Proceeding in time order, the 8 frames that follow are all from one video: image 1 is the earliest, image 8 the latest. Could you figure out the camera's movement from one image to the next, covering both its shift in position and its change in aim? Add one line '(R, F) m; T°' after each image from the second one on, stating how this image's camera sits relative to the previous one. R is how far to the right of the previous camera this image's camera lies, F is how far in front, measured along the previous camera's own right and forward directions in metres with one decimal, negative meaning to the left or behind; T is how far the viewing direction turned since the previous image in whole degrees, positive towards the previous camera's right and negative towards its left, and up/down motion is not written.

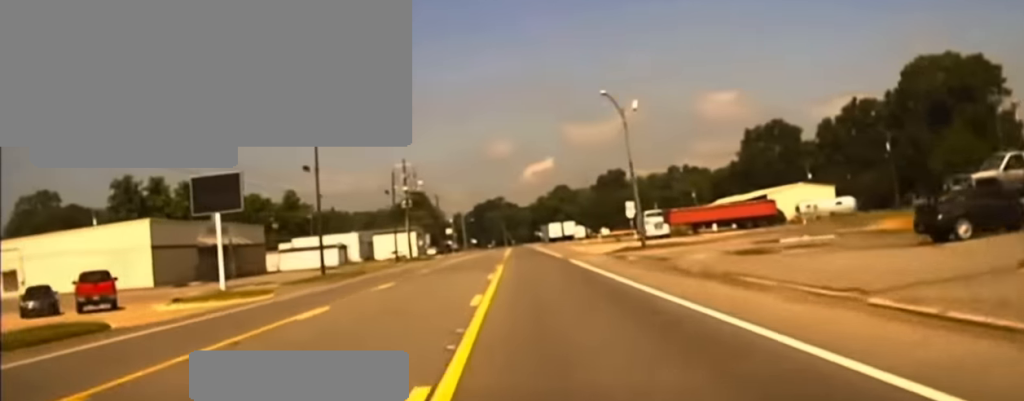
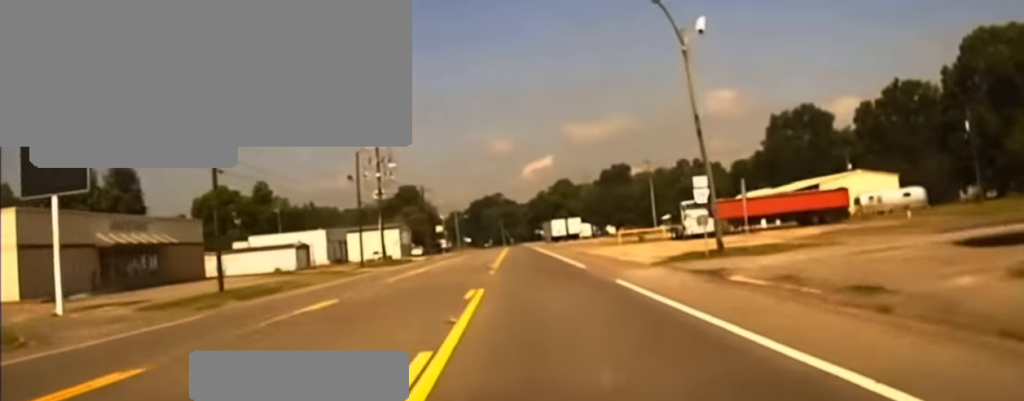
(-0.1, +19.2) m; 0°
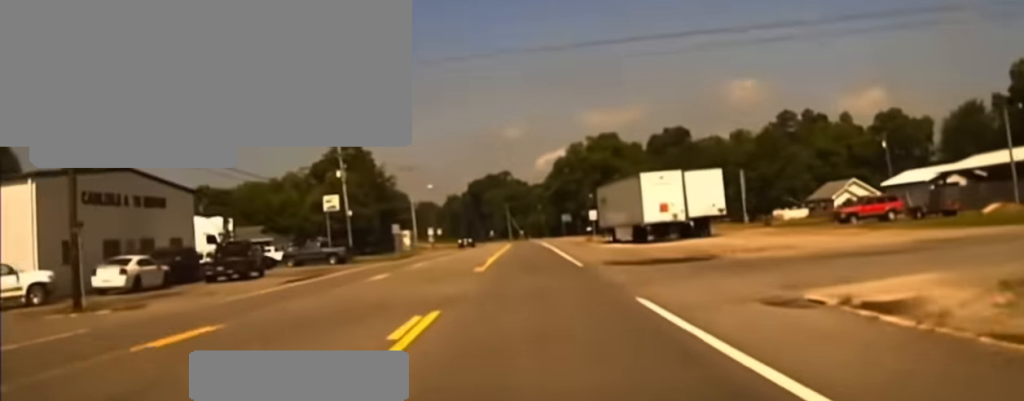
(+0.5, +87.6) m; 0°
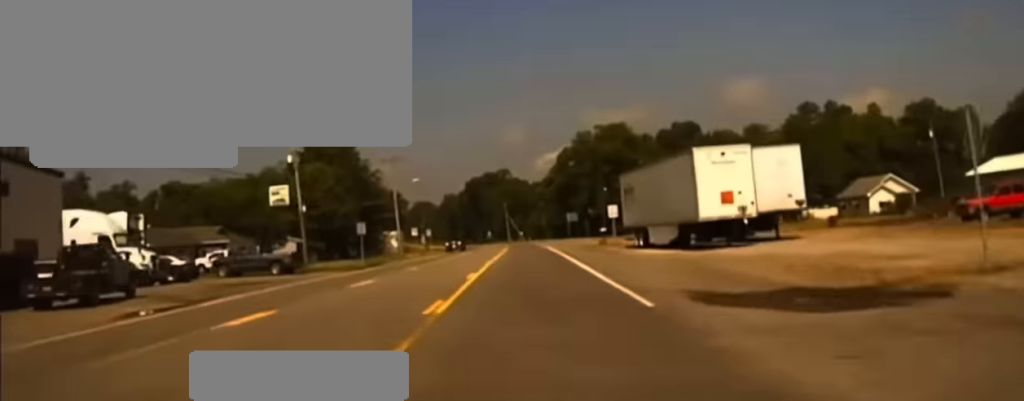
(-0.1, +14.5) m; 0°
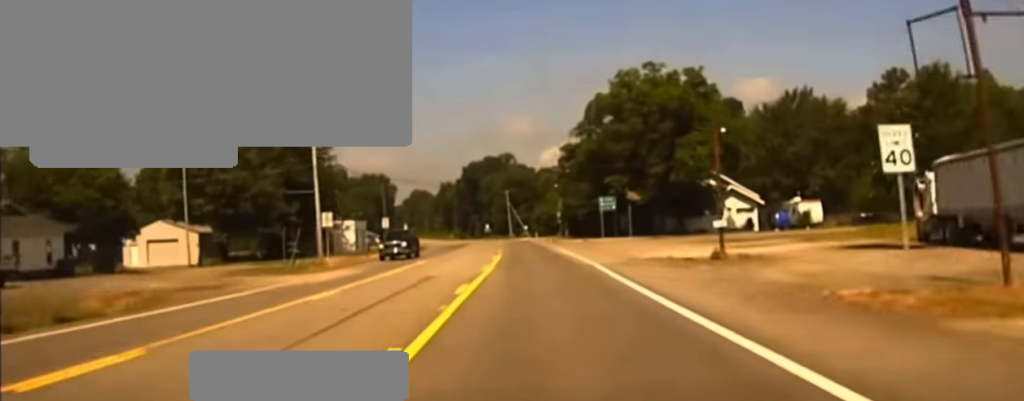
(-0.1, +45.7) m; -1°
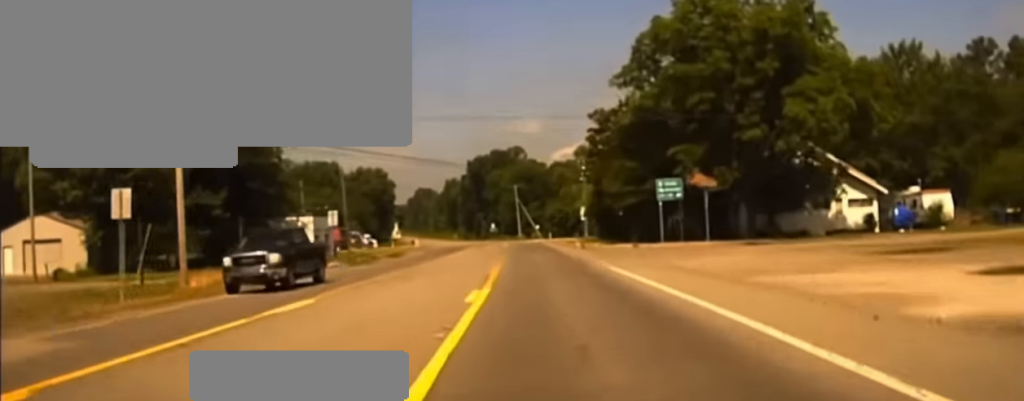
(-0.3, +32.8) m; -1°
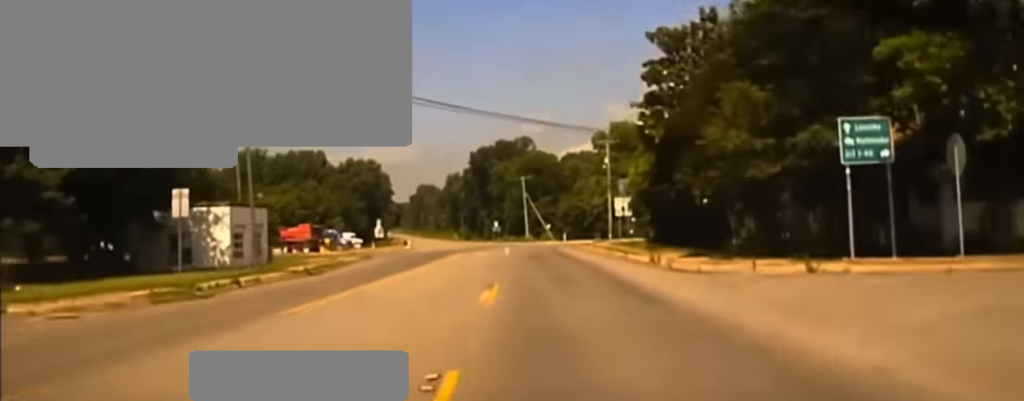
(-0.1, +31.1) m; 0°
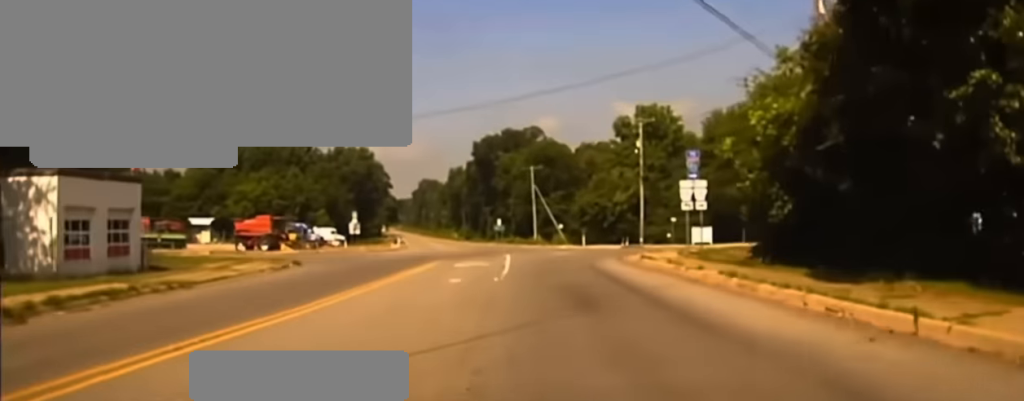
(0.0, +28.1) m; +3°
